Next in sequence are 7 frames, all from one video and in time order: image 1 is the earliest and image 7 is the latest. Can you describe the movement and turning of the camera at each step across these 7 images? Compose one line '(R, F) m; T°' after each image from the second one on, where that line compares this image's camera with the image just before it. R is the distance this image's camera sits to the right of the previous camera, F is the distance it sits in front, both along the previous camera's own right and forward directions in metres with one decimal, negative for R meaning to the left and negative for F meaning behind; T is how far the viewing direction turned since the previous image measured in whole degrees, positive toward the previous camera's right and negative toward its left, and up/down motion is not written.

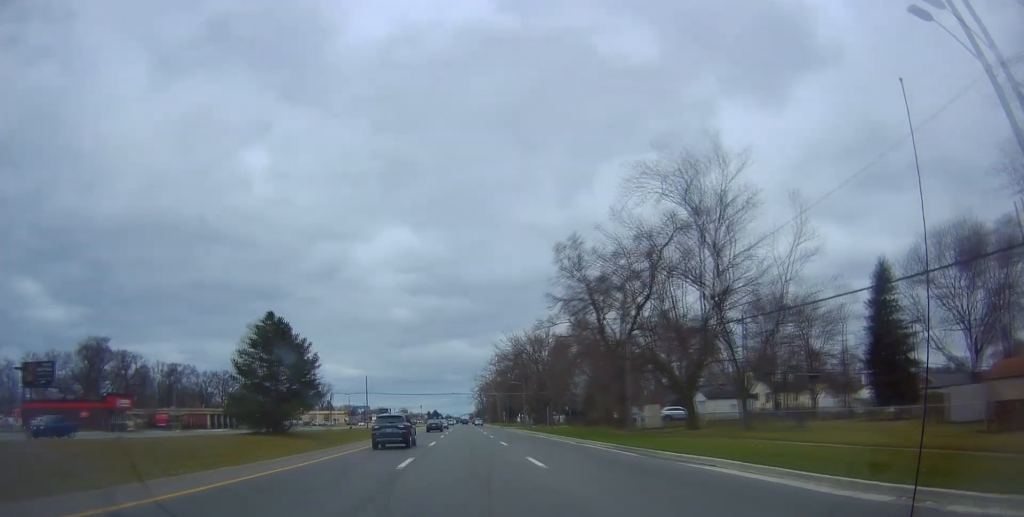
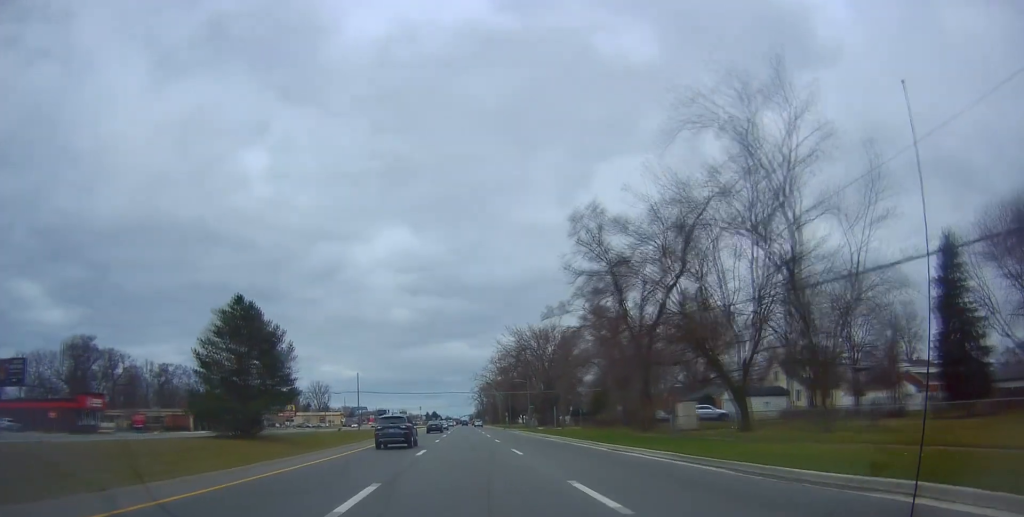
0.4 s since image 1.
(+0.3, +8.2) m; +1°
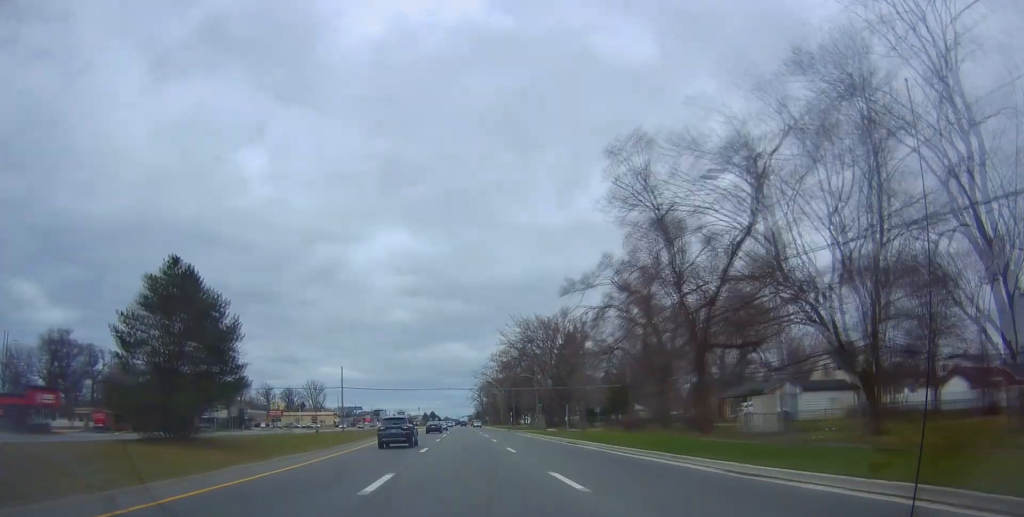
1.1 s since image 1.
(+0.2, +12.0) m; 0°
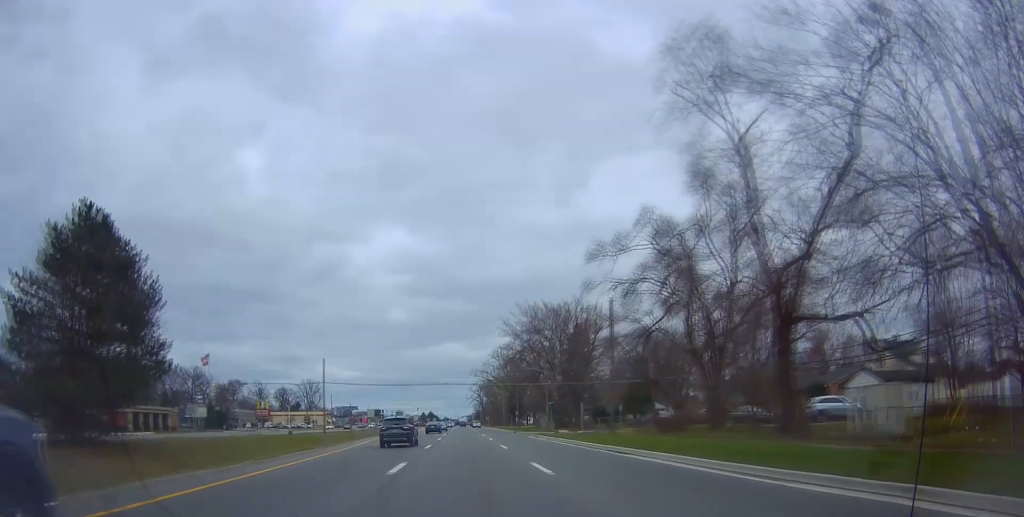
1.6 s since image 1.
(+0.2, +10.8) m; -1°
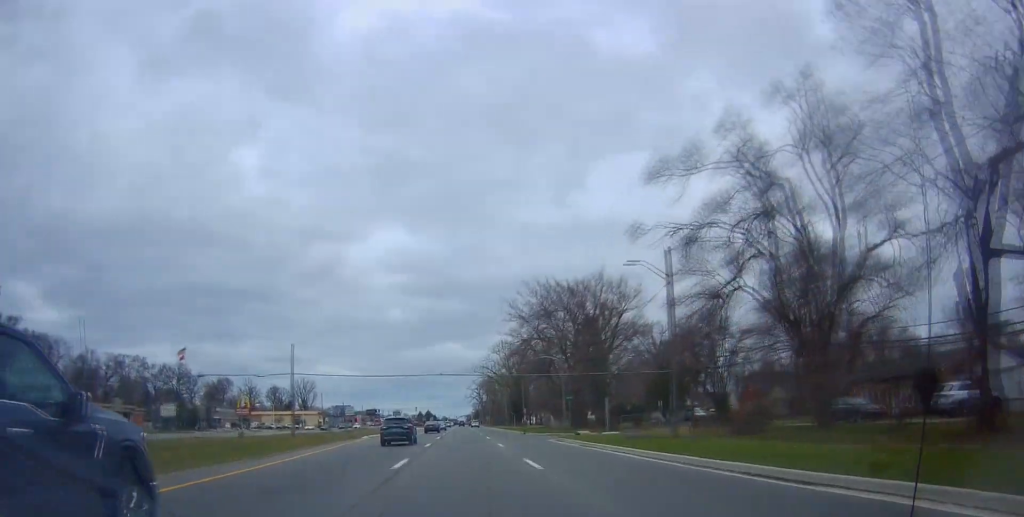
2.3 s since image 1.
(-0.5, +13.3) m; 0°
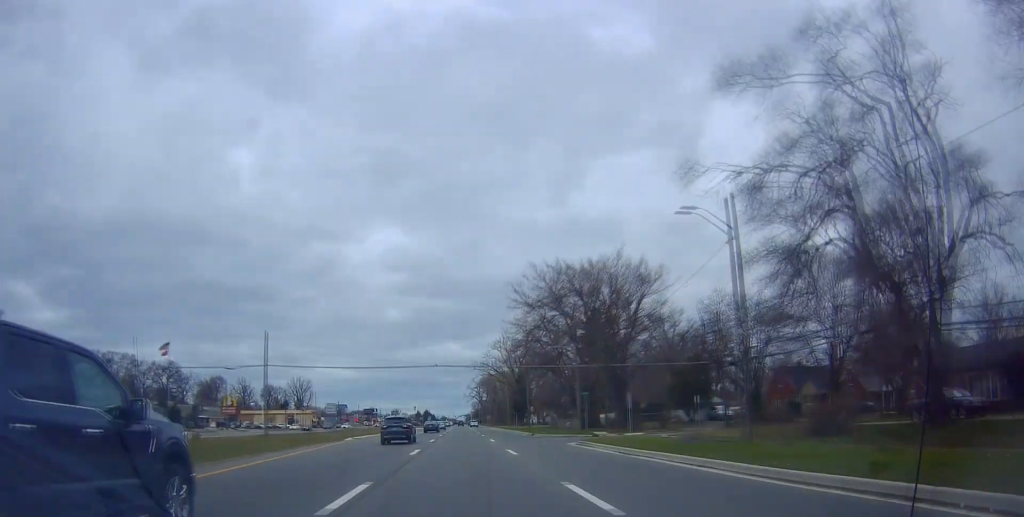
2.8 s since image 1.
(-0.3, +8.2) m; 0°
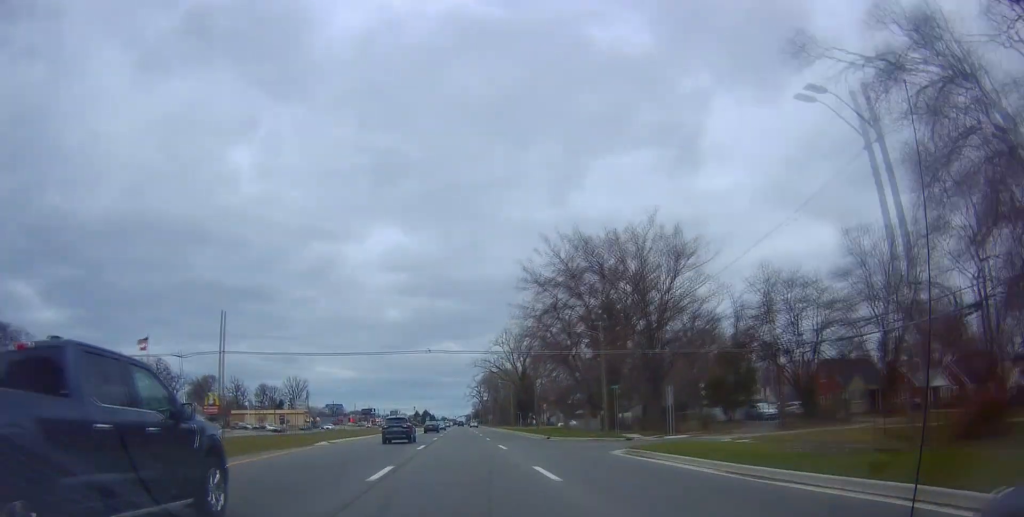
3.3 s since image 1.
(+0.4, +10.1) m; +1°
